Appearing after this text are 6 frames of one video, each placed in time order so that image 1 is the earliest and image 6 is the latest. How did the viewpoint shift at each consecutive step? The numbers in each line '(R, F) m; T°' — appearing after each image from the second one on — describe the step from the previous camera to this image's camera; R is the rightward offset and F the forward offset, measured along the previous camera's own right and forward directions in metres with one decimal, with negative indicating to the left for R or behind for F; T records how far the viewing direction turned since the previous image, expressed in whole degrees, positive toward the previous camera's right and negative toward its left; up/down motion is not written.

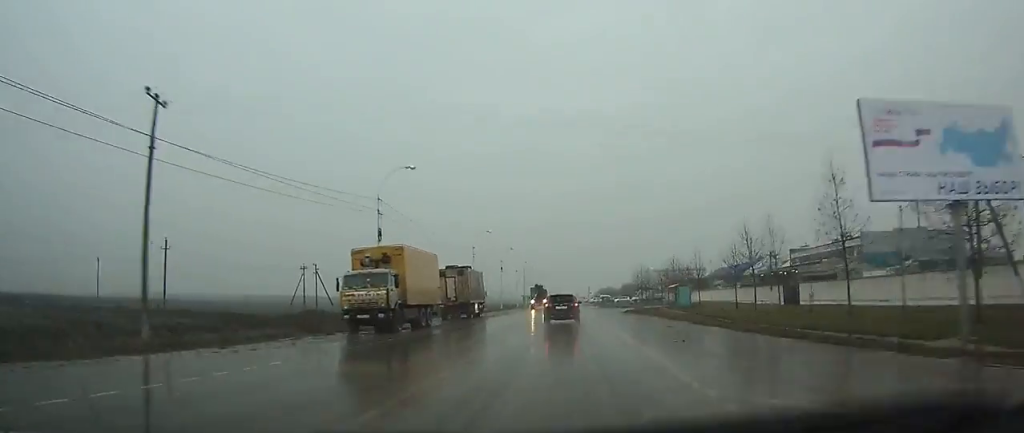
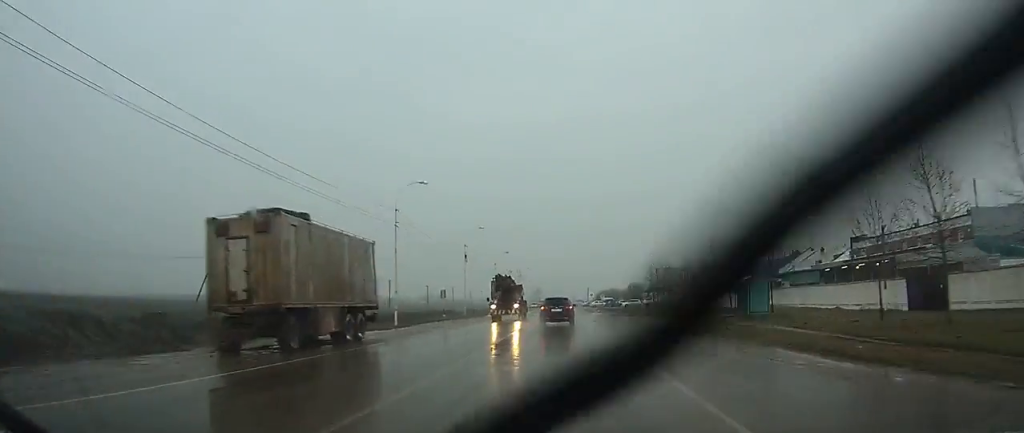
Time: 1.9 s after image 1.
(-0.1, +28.6) m; -1°
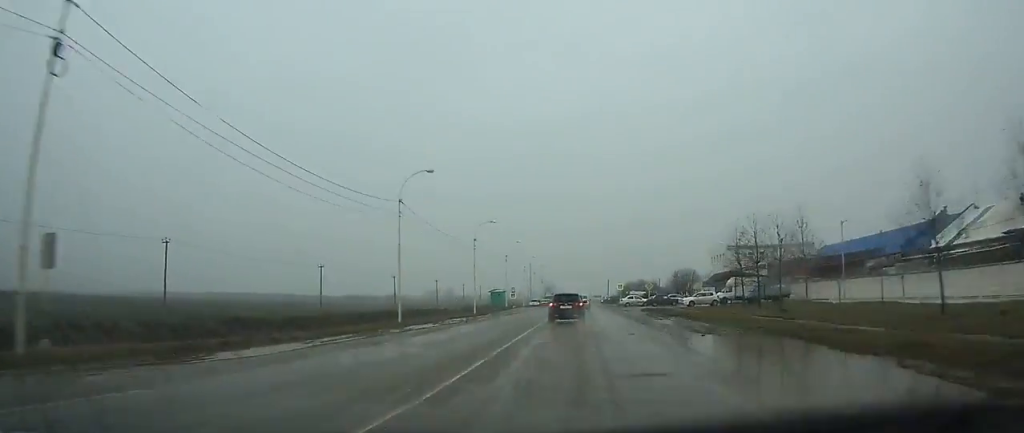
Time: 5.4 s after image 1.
(-0.5, +51.6) m; 0°
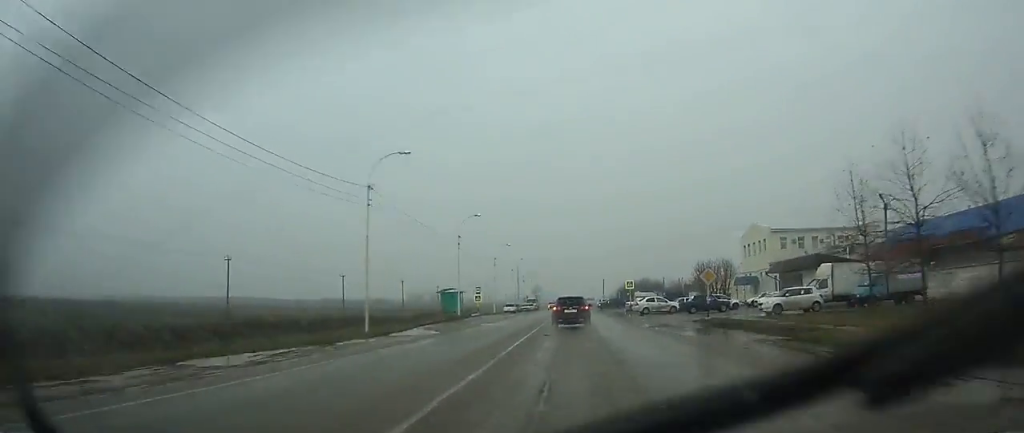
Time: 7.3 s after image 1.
(+0.2, +27.6) m; +1°
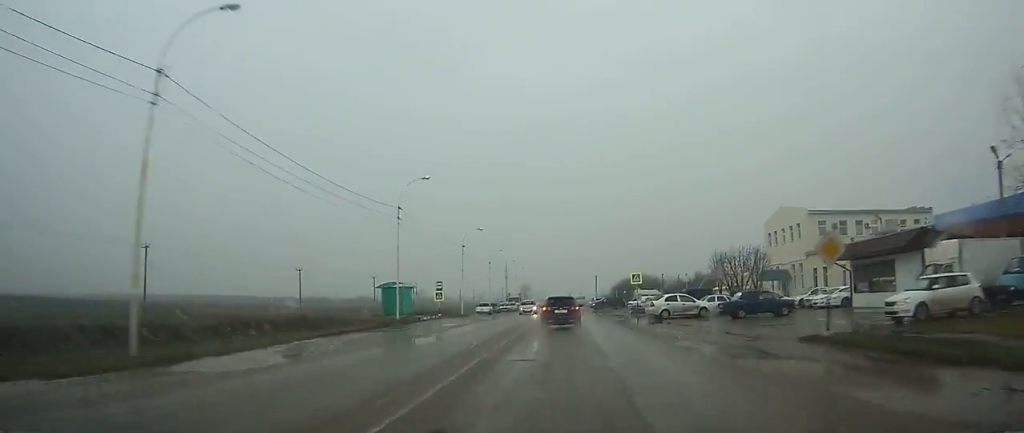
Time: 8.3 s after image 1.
(+0.1, +15.5) m; 0°
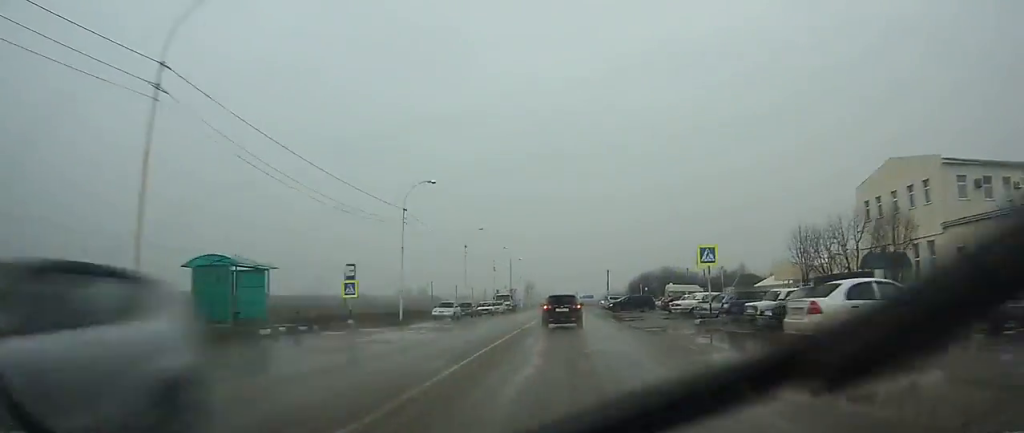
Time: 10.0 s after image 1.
(+0.1, +24.0) m; 0°
